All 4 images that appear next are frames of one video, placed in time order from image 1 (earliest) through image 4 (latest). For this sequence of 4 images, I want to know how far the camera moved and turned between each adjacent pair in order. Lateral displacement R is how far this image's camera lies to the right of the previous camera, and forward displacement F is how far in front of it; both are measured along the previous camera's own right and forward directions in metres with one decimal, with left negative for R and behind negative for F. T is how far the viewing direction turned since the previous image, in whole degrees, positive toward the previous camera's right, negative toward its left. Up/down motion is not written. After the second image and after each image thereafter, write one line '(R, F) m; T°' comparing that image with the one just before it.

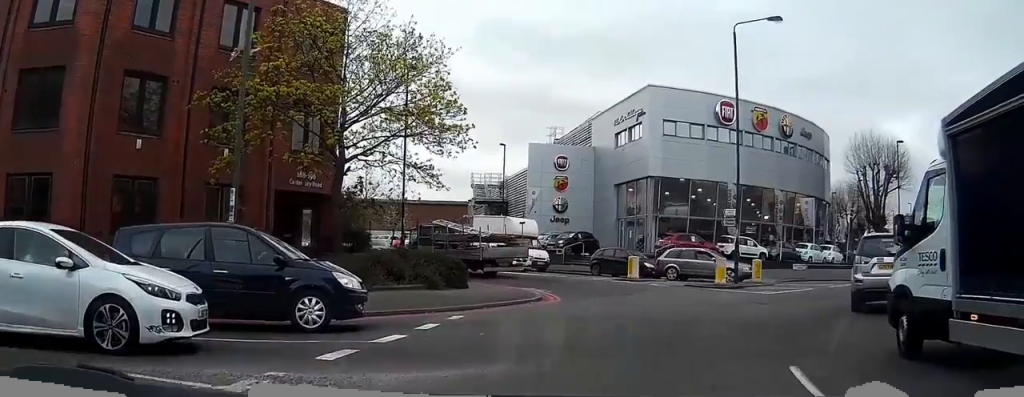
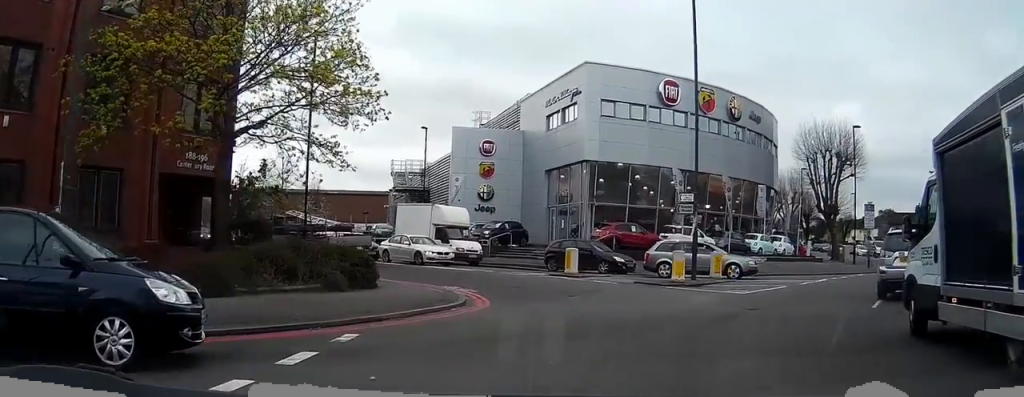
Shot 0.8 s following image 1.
(+0.1, +3.9) m; +5°
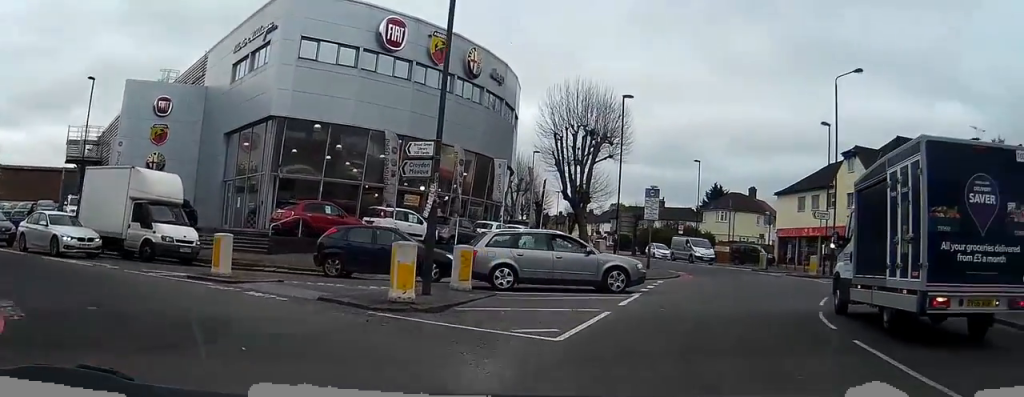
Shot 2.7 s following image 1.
(+1.7, +10.2) m; +22°
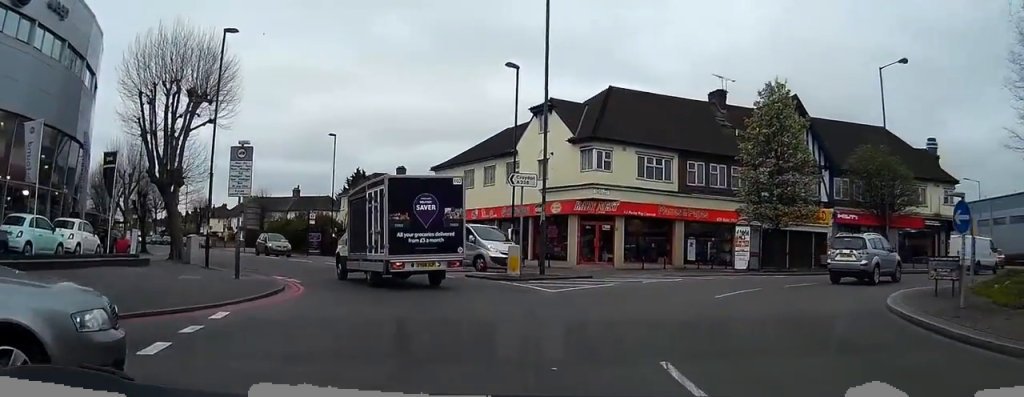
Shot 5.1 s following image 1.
(+2.7, +14.0) m; +14°
